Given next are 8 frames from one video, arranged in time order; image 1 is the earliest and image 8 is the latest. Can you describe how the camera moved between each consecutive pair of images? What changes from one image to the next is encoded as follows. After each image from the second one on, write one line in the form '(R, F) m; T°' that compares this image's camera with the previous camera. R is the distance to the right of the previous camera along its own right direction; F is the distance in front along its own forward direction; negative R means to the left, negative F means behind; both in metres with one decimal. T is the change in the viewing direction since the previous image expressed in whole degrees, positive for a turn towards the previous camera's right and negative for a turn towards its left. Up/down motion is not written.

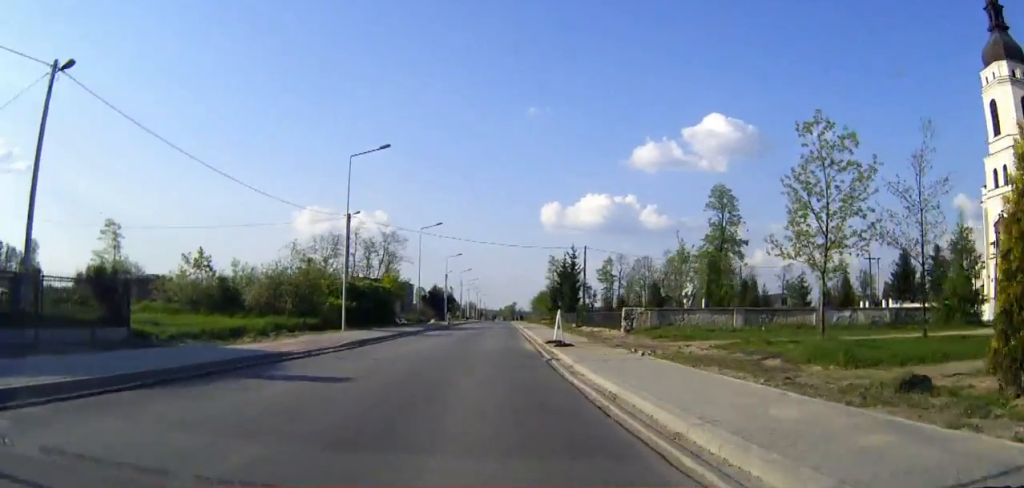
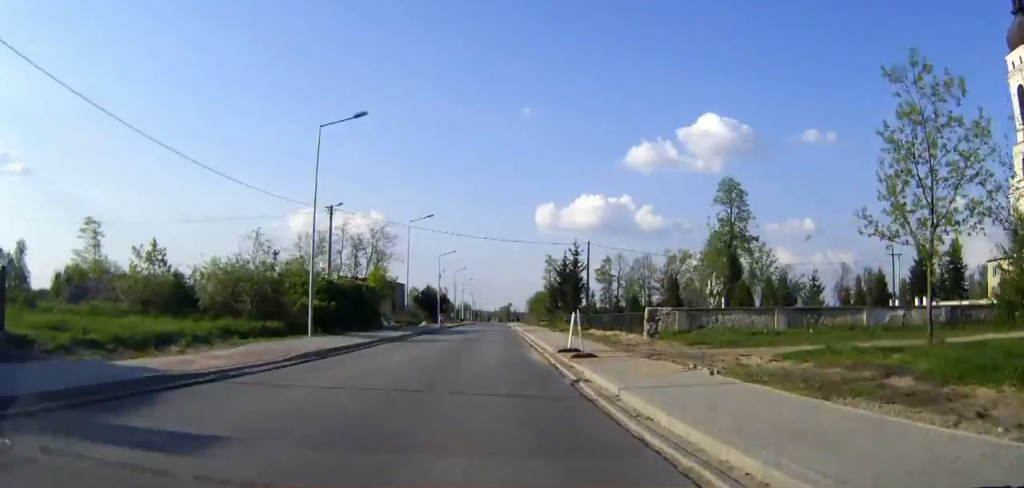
(0.0, +6.1) m; 0°
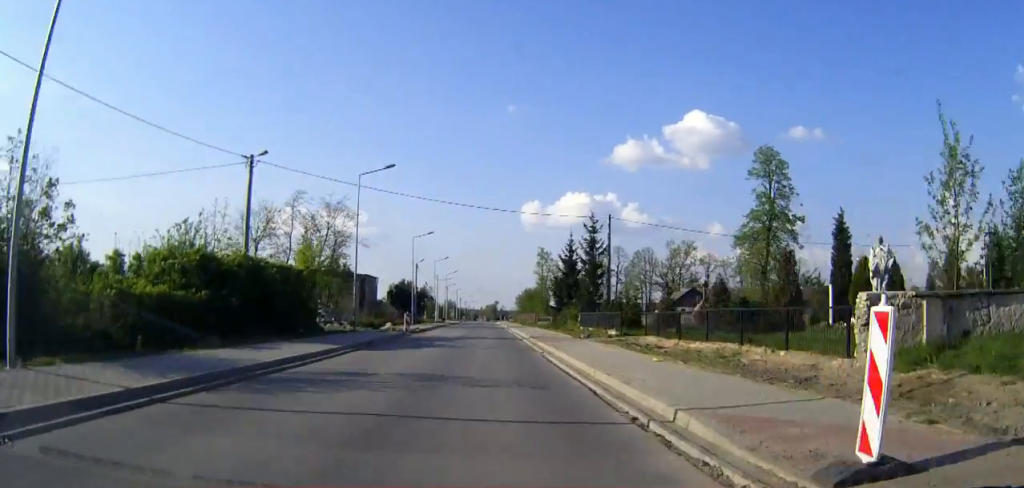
(0.0, +19.3) m; +1°
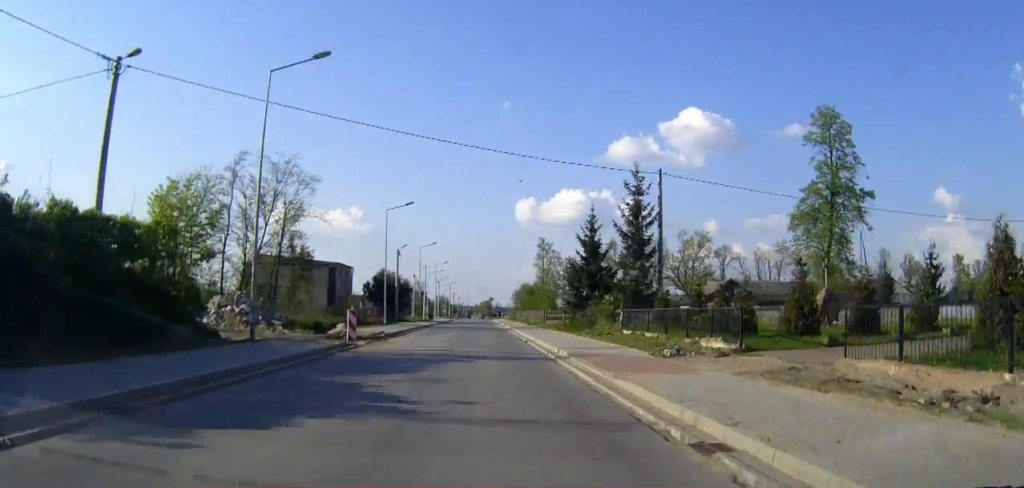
(+0.1, +17.3) m; +1°
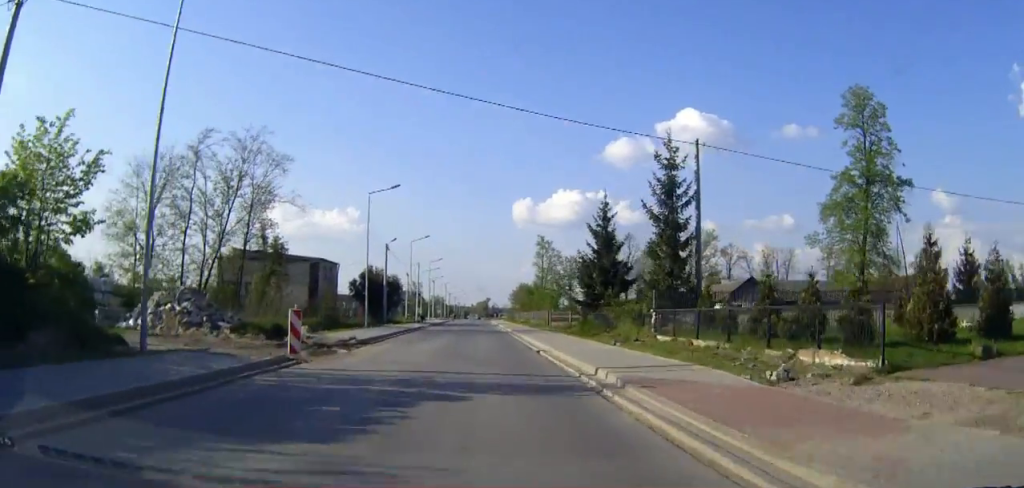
(0.0, +7.5) m; 0°
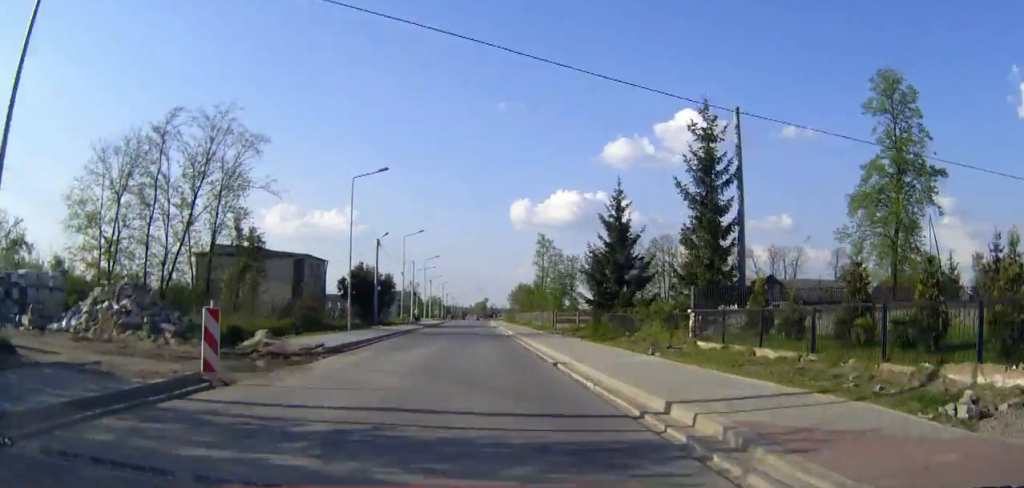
(0.0, +5.6) m; 0°
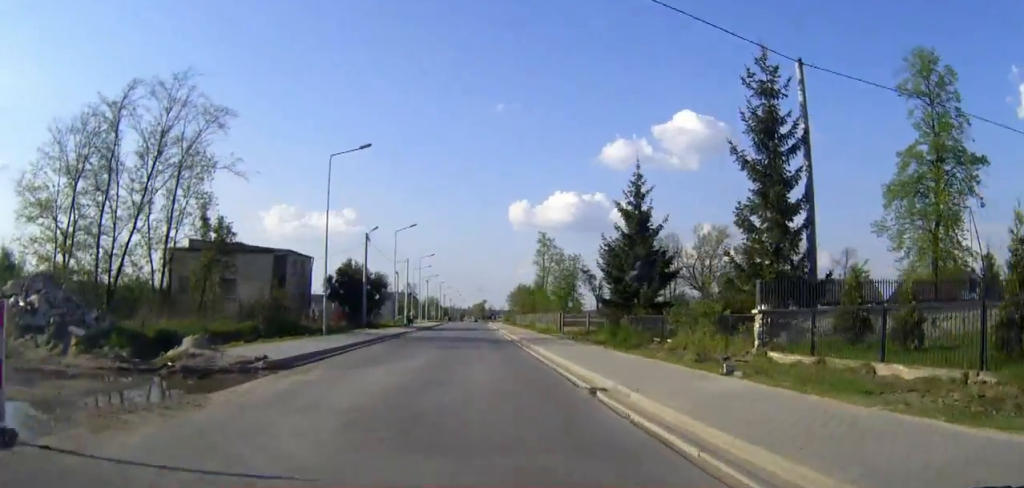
(0.0, +6.1) m; 0°
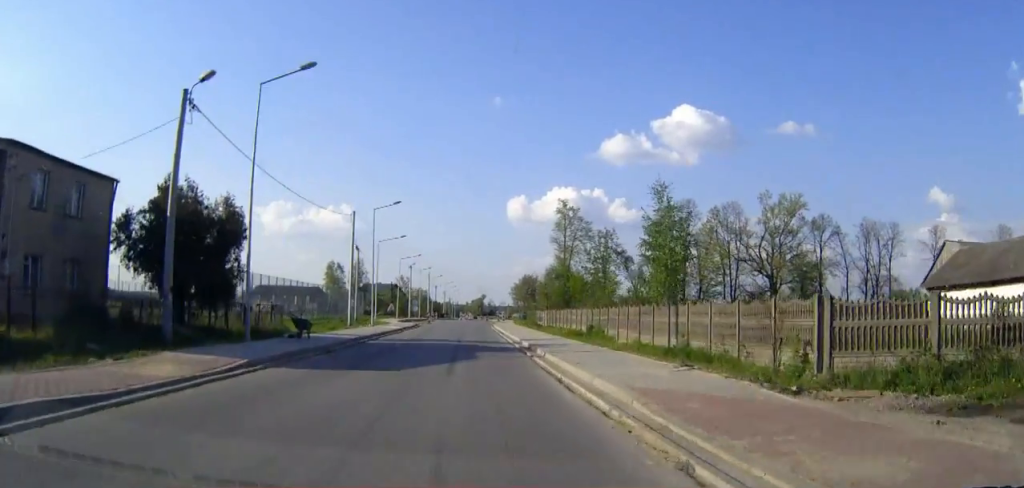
(+0.2, +40.9) m; 0°
